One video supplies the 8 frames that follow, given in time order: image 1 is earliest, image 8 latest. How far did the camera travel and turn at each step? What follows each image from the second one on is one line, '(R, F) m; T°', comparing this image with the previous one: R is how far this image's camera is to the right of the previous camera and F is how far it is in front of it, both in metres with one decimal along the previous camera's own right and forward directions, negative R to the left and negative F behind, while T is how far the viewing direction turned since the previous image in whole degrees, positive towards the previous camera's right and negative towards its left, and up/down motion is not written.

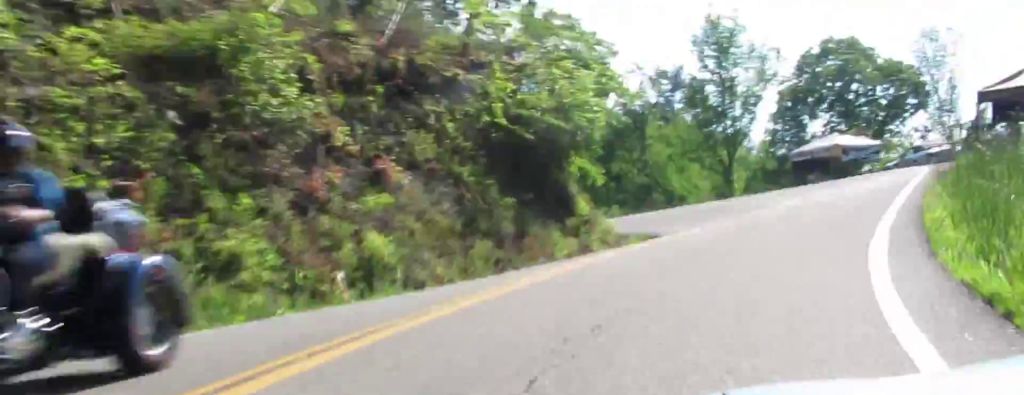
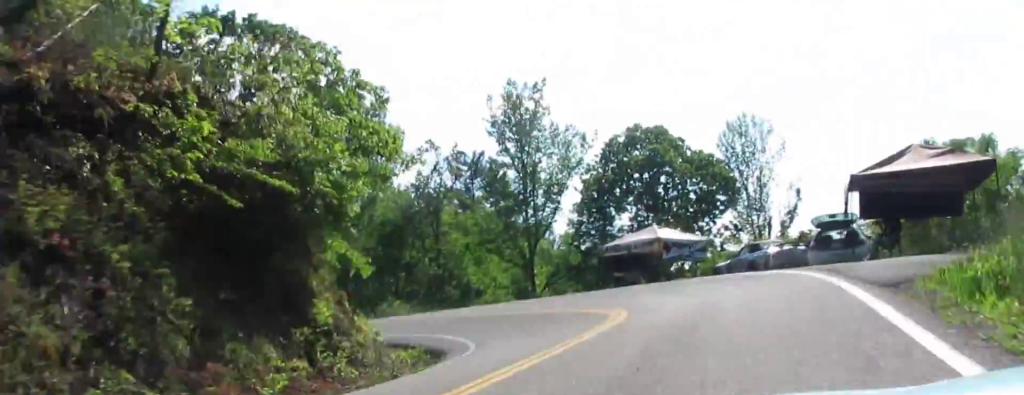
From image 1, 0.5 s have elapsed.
(-0.9, +9.0) m; -6°
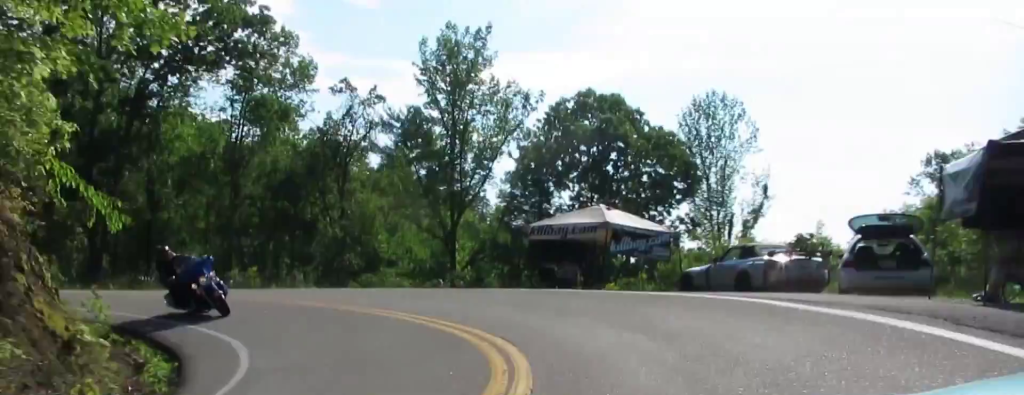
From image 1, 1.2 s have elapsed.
(-0.7, +12.4) m; -1°
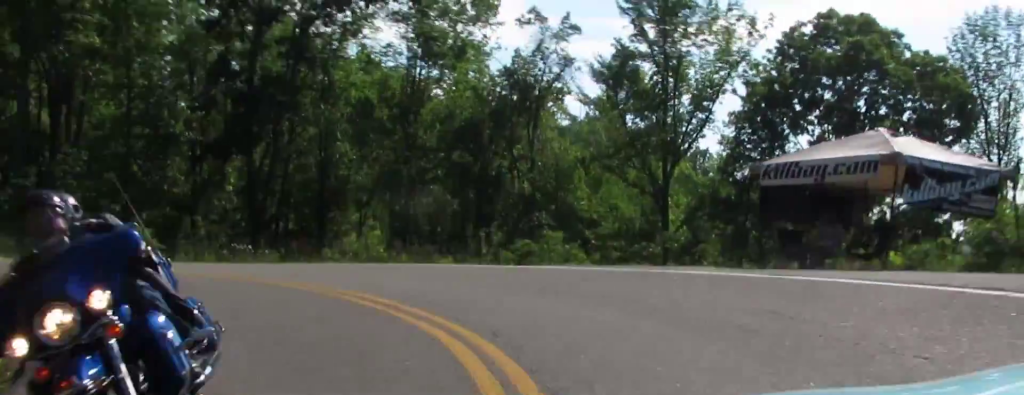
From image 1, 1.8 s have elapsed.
(+0.3, +11.8) m; +1°
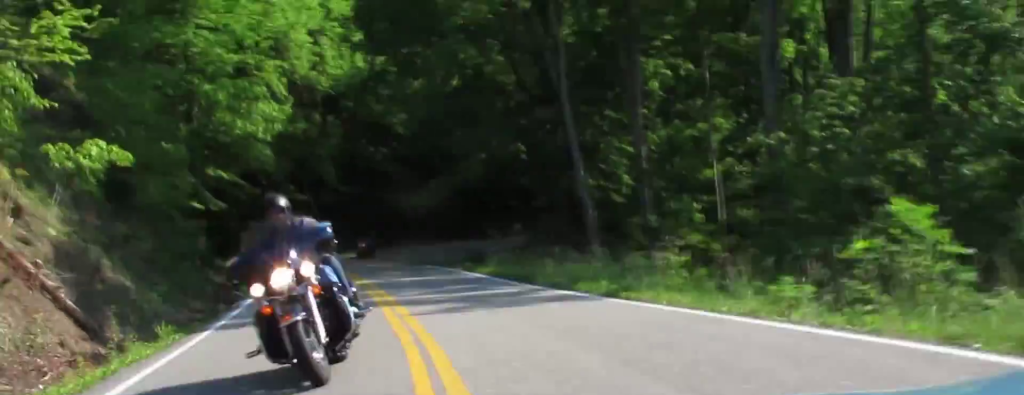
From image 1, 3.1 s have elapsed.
(+0.5, +26.5) m; +8°
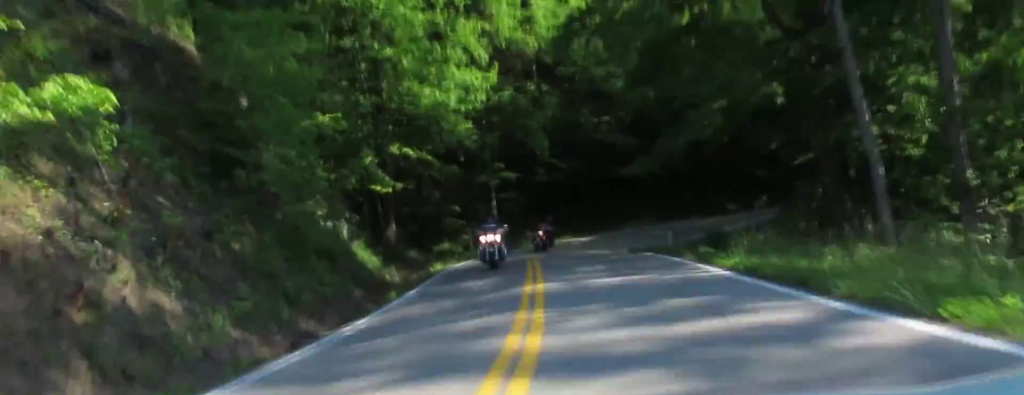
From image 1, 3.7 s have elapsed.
(+1.2, +12.9) m; +19°
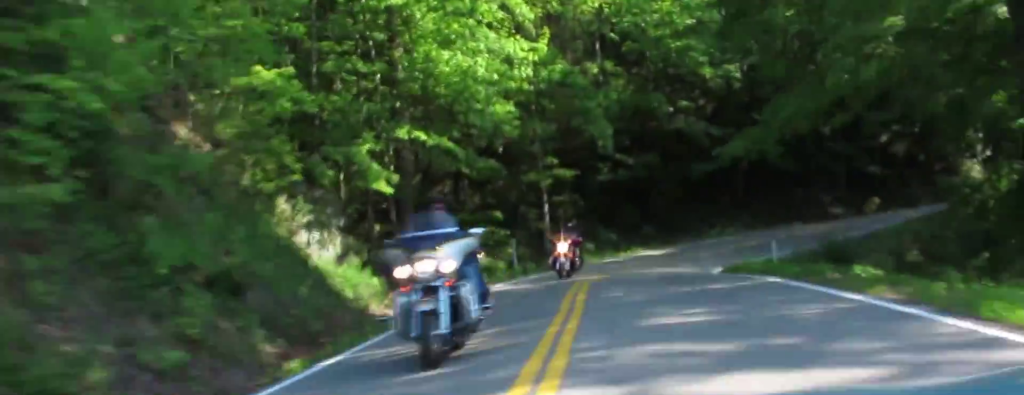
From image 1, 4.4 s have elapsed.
(+0.3, +12.8) m; +23°
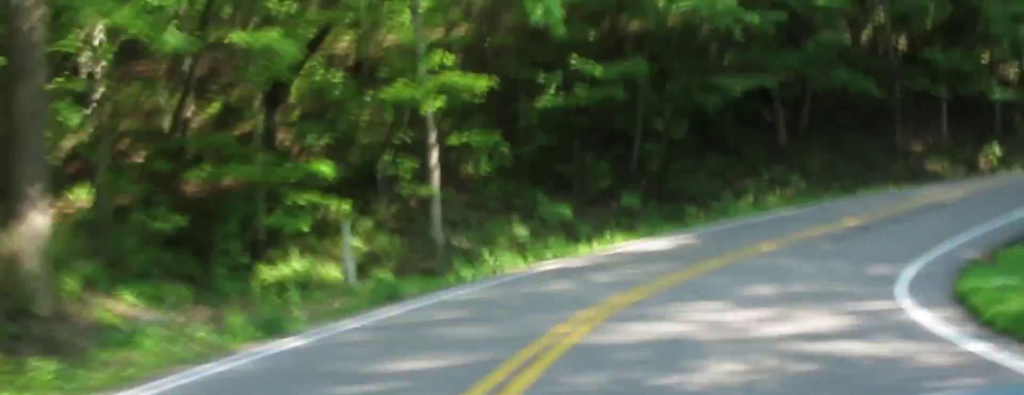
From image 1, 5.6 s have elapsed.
(+8.1, +24.8) m; +1°
